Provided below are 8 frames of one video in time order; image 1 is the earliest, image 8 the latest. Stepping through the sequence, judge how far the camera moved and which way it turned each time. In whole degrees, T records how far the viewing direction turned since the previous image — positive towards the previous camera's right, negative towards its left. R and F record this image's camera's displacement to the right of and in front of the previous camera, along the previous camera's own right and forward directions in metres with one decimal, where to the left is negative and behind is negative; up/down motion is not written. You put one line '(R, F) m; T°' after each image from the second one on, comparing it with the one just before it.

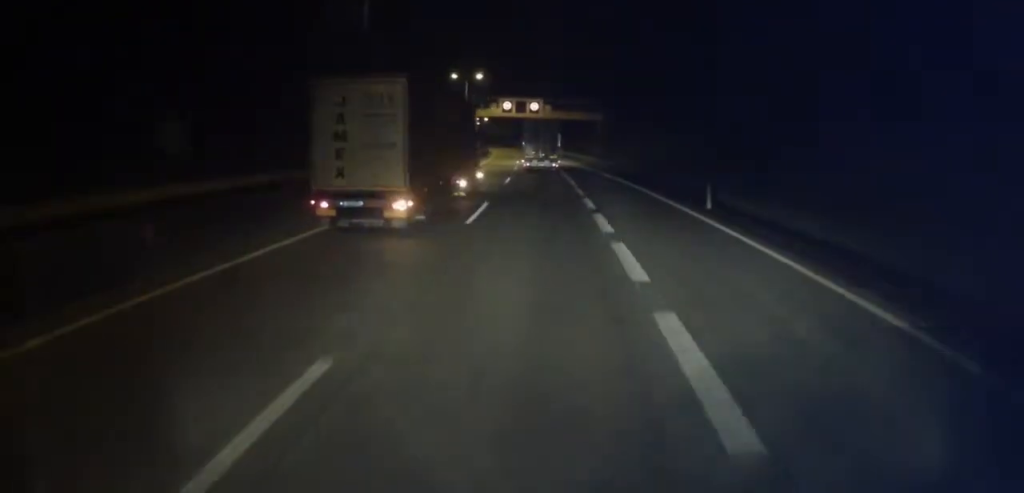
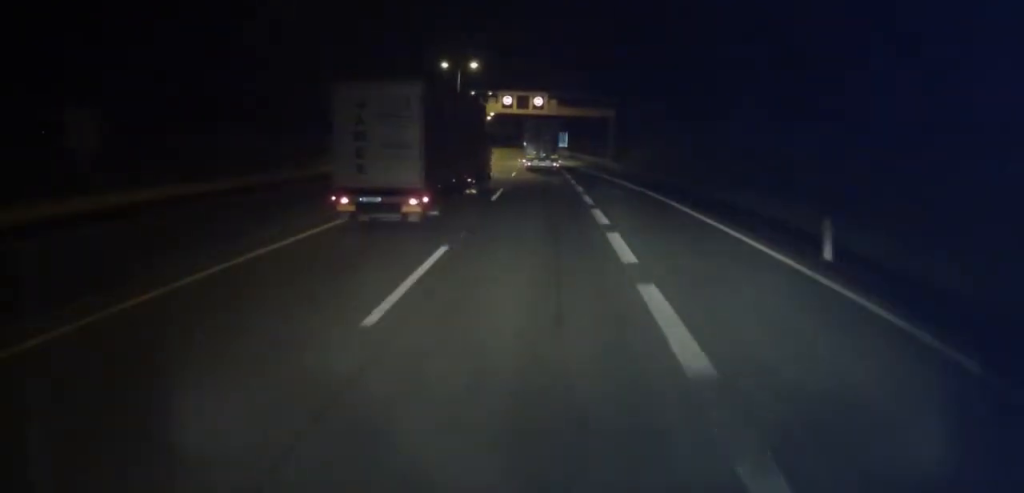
(+0.1, +9.6) m; 0°
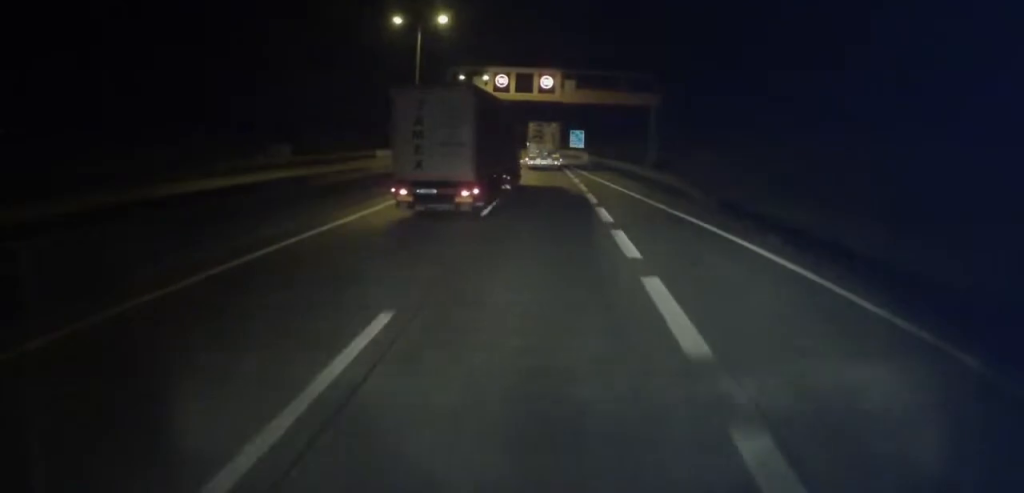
(-0.3, +22.1) m; -1°
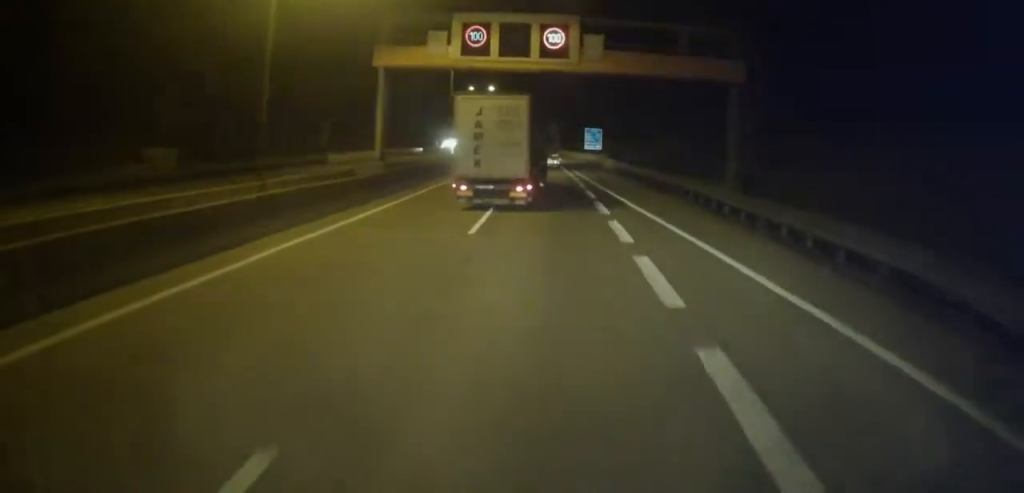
(-0.2, +23.2) m; -1°
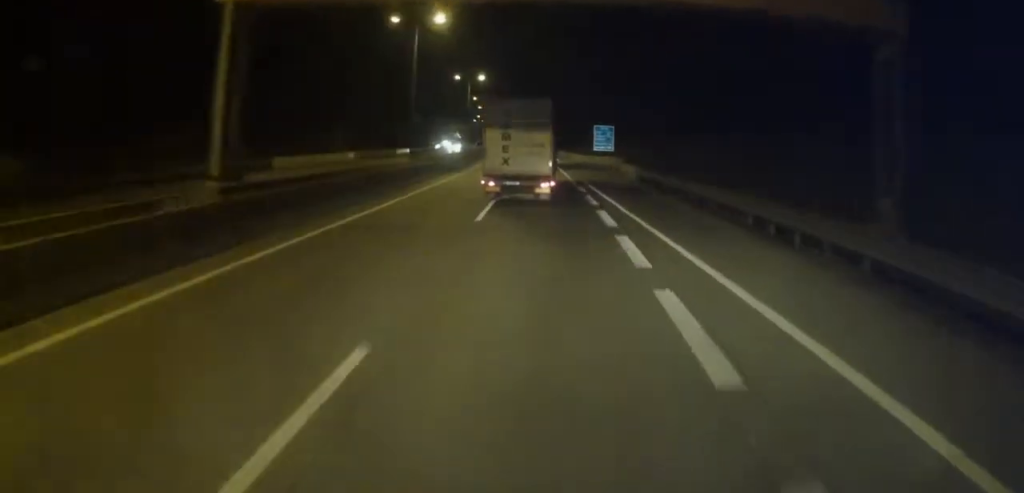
(-0.2, +15.0) m; -1°
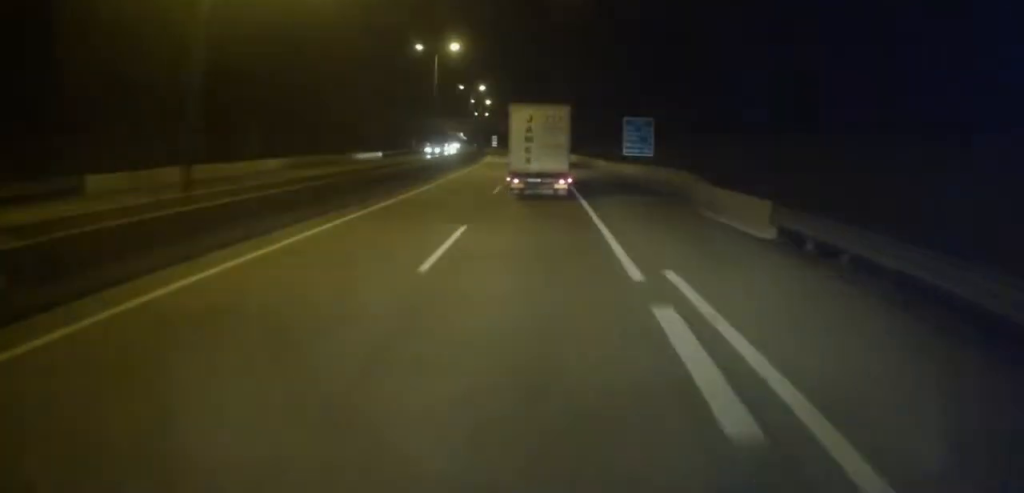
(-0.1, +25.0) m; 0°
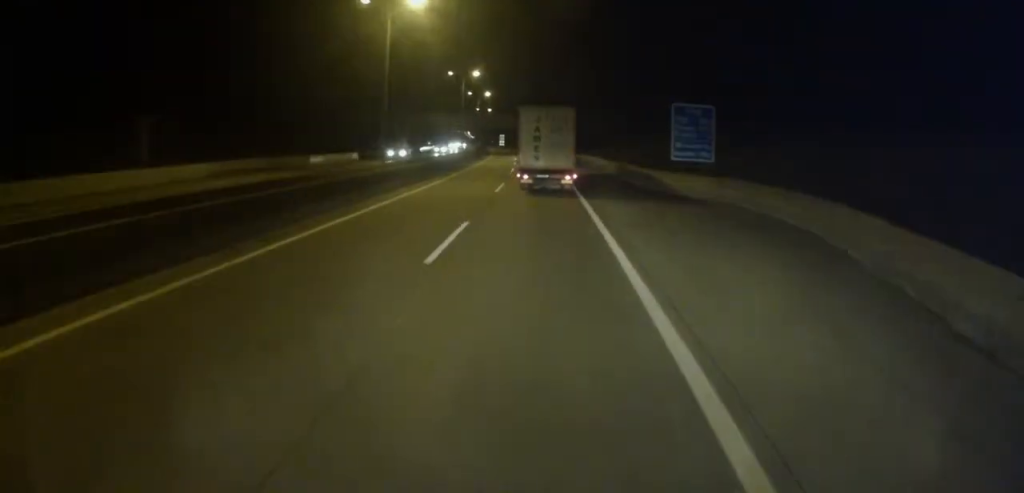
(+0.1, +19.7) m; -1°
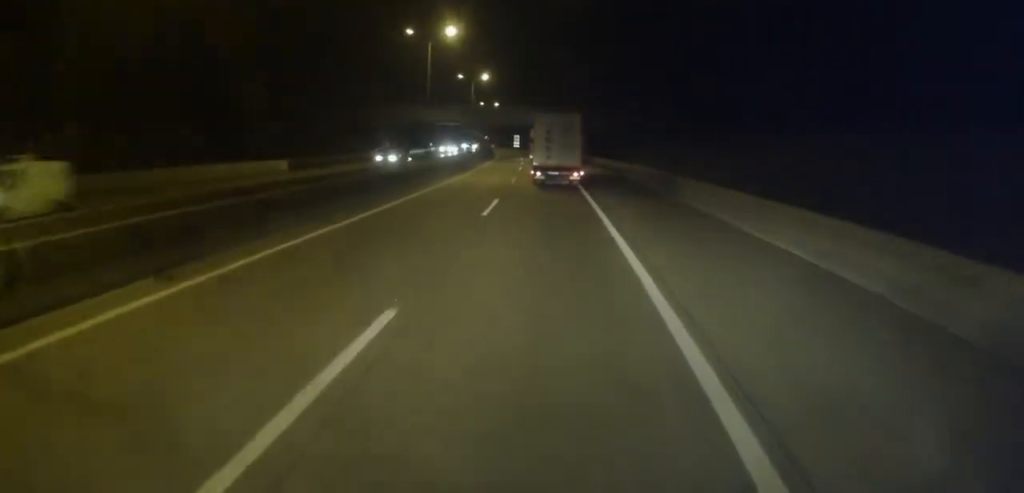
(-0.9, +30.3) m; -3°
